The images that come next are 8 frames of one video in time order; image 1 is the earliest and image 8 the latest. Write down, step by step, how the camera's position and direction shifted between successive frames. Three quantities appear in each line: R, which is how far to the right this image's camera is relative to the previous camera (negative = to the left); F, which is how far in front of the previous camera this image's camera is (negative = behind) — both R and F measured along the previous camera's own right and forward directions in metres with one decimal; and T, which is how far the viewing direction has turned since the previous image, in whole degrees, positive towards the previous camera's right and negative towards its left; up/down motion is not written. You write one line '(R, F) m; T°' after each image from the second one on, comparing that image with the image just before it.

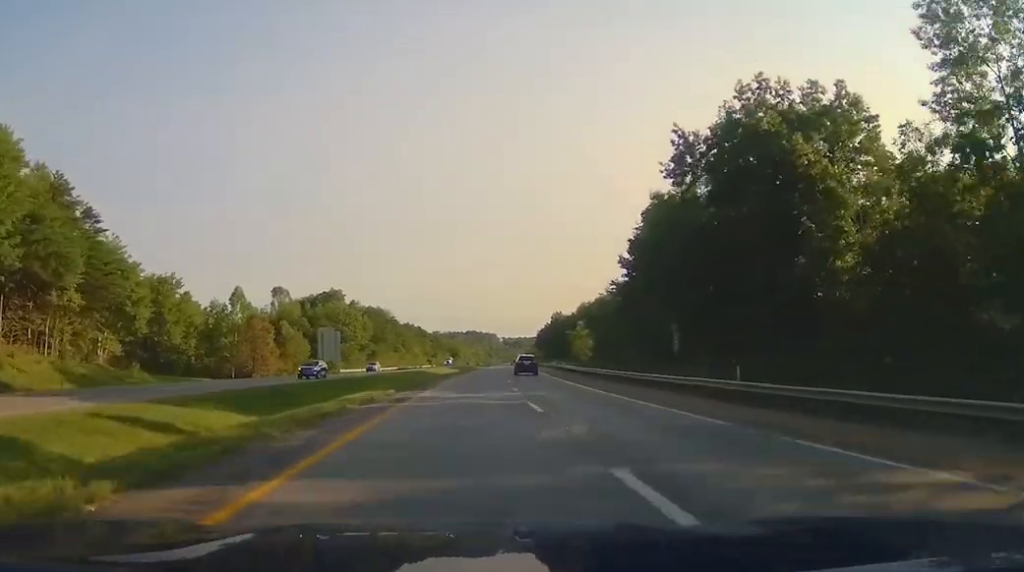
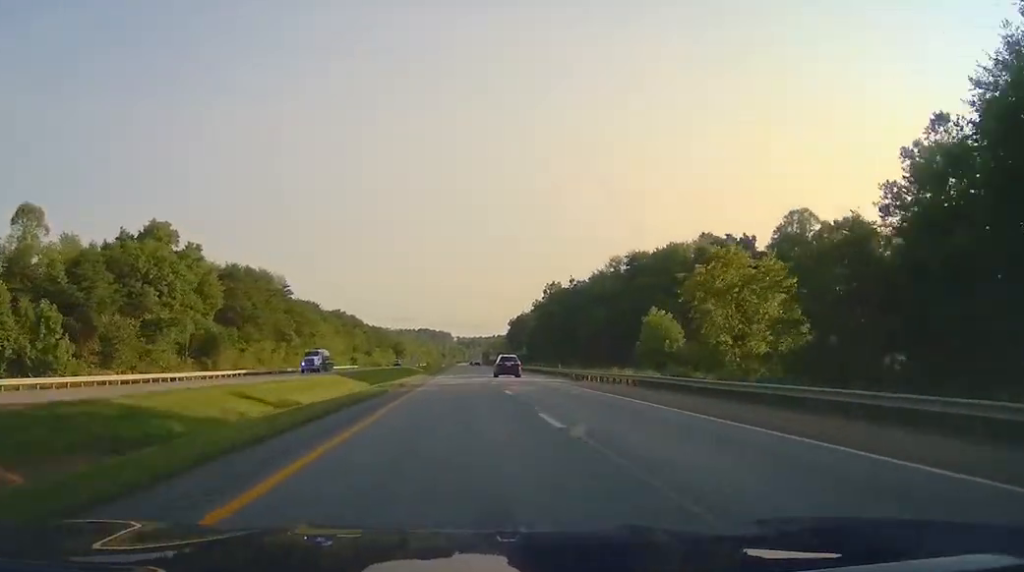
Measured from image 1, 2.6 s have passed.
(+2.7, +90.9) m; +2°
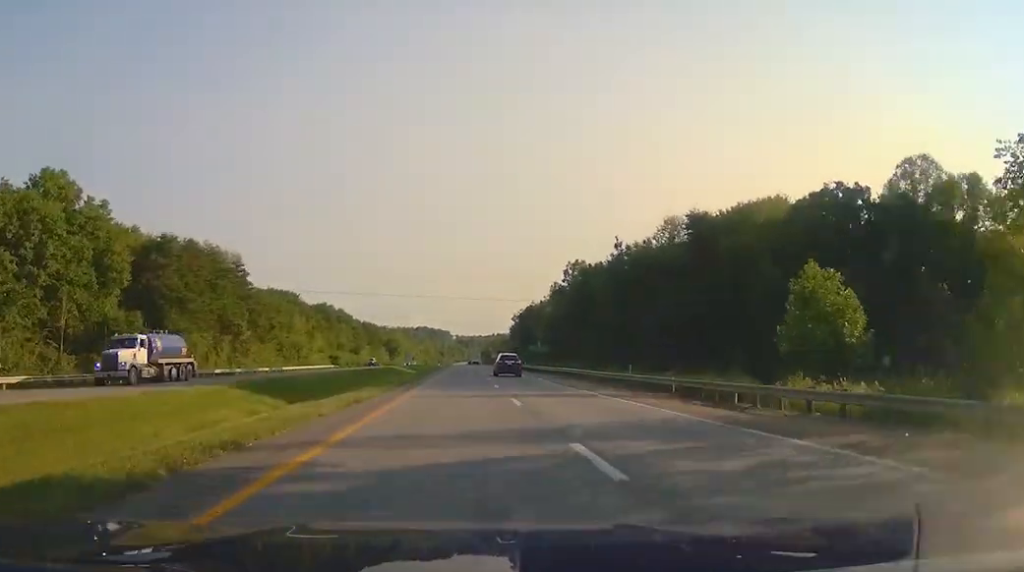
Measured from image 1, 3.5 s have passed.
(-0.2, +29.8) m; 0°
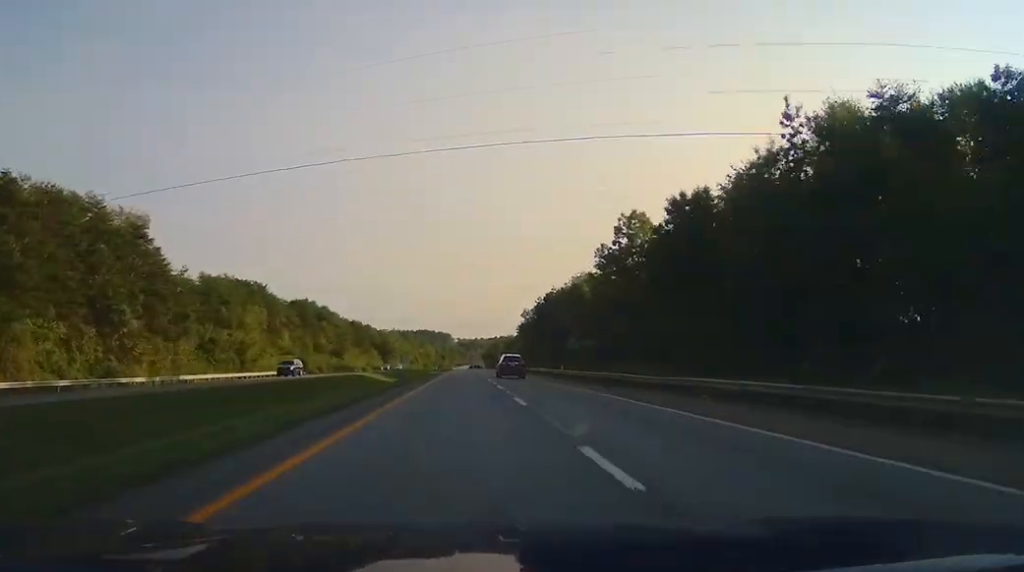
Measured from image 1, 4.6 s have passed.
(-0.1, +37.7) m; 0°
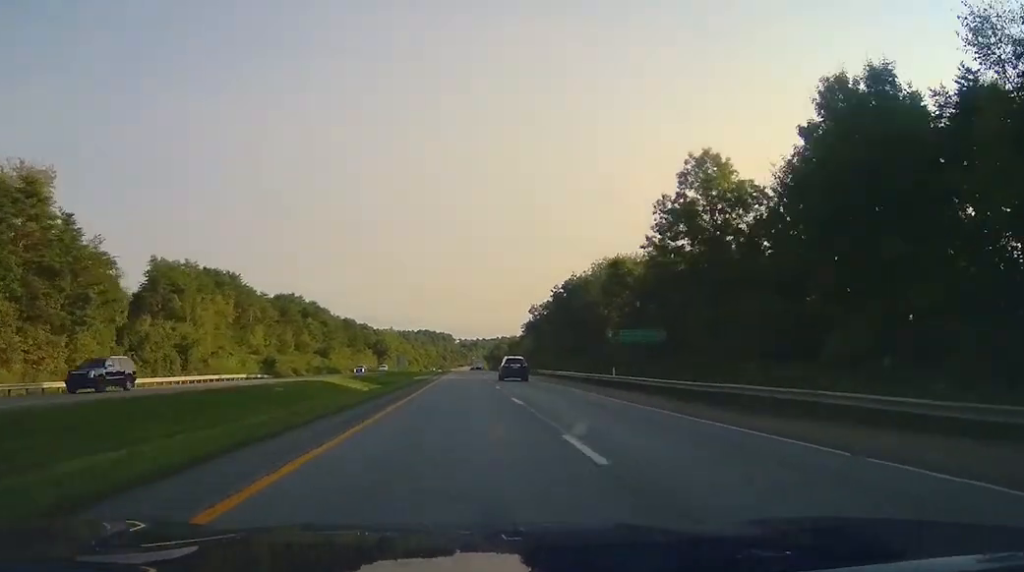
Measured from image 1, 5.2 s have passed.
(0.0, +22.8) m; 0°
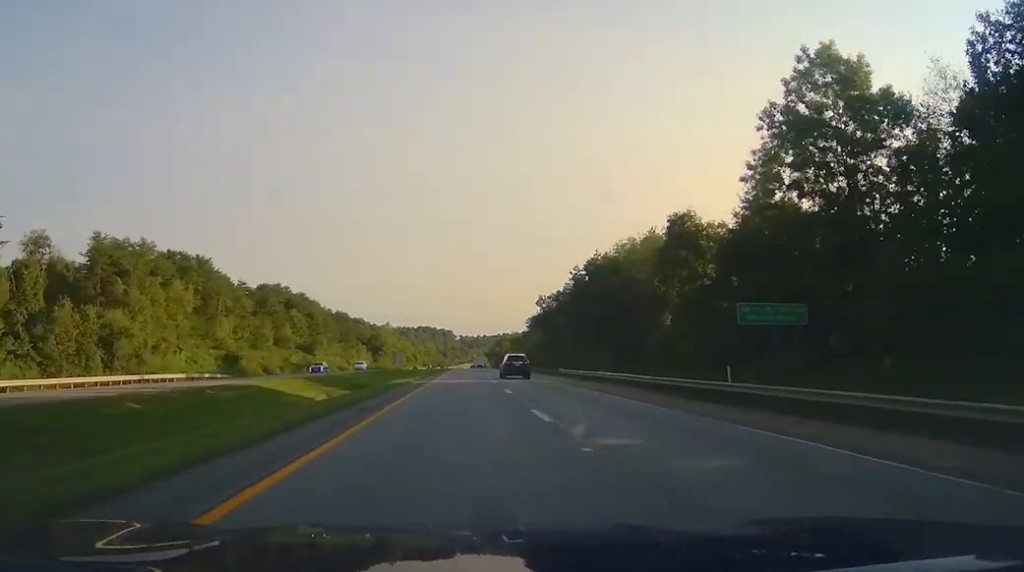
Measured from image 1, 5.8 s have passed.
(0.0, +19.4) m; 0°
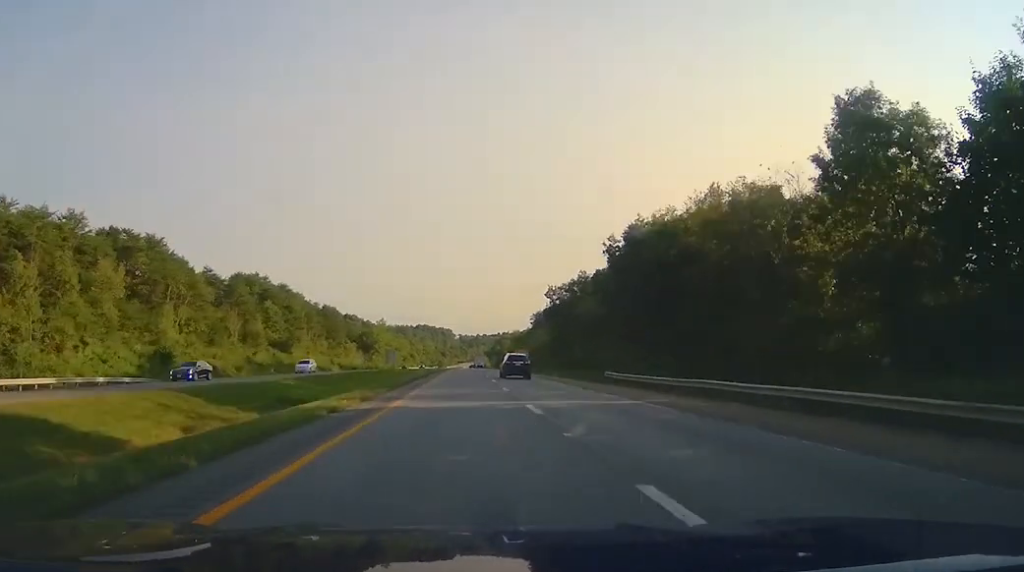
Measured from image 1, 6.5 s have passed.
(0.0, +22.7) m; 0°
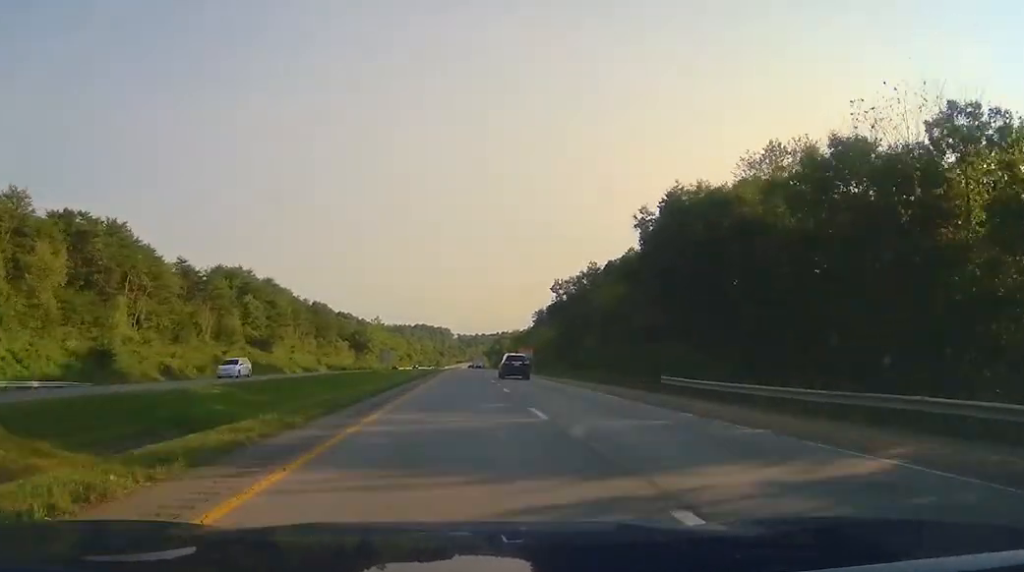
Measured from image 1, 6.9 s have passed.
(0.0, +13.5) m; 0°
